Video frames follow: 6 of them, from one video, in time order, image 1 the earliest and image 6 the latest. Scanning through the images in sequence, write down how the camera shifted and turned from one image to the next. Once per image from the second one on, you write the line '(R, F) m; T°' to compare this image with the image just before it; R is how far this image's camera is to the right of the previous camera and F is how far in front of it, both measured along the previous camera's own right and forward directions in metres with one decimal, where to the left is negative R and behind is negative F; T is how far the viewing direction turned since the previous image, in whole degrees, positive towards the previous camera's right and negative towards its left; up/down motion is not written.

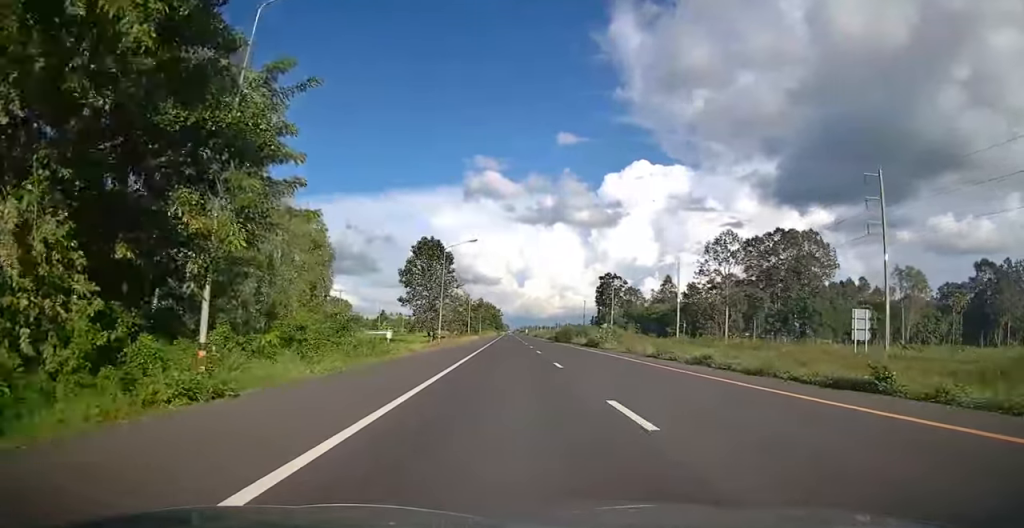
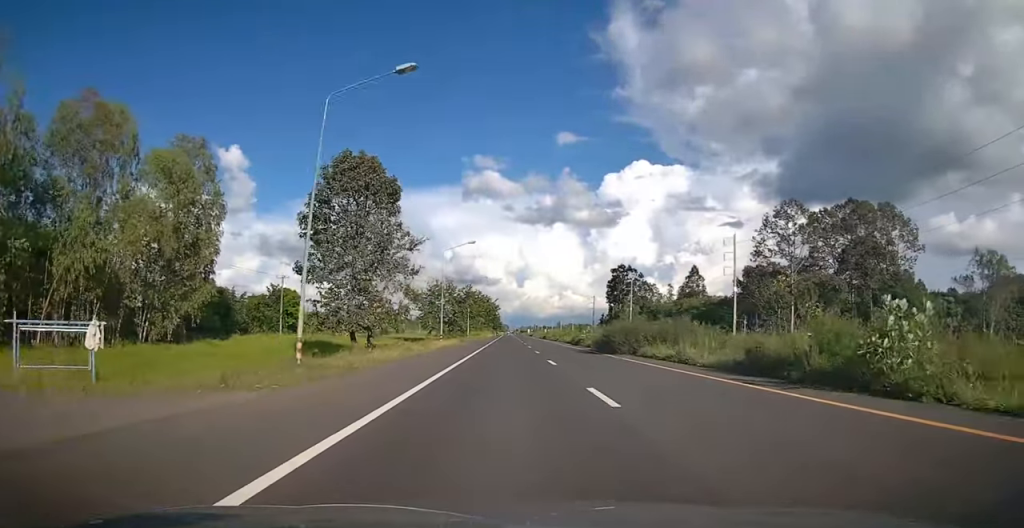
(-0.1, +33.6) m; 0°
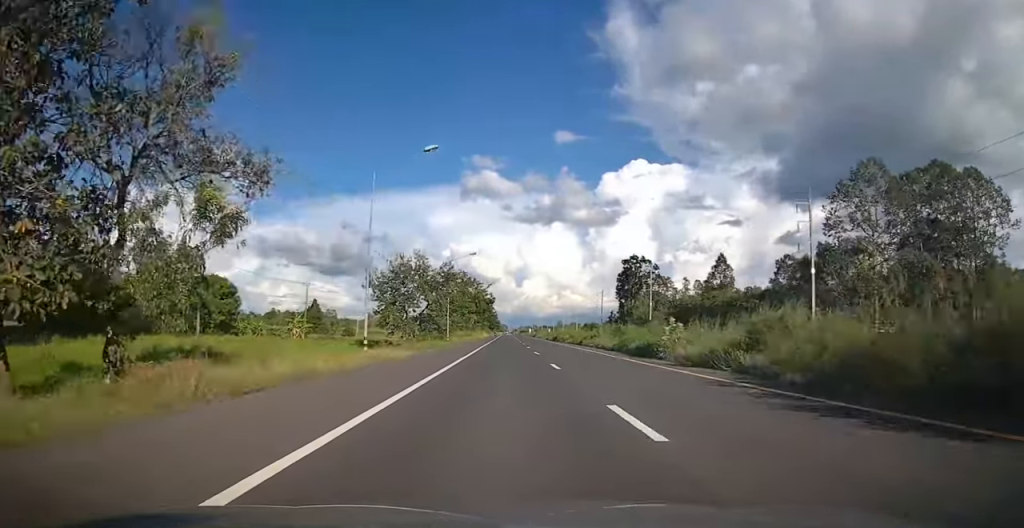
(-0.1, +26.7) m; 0°
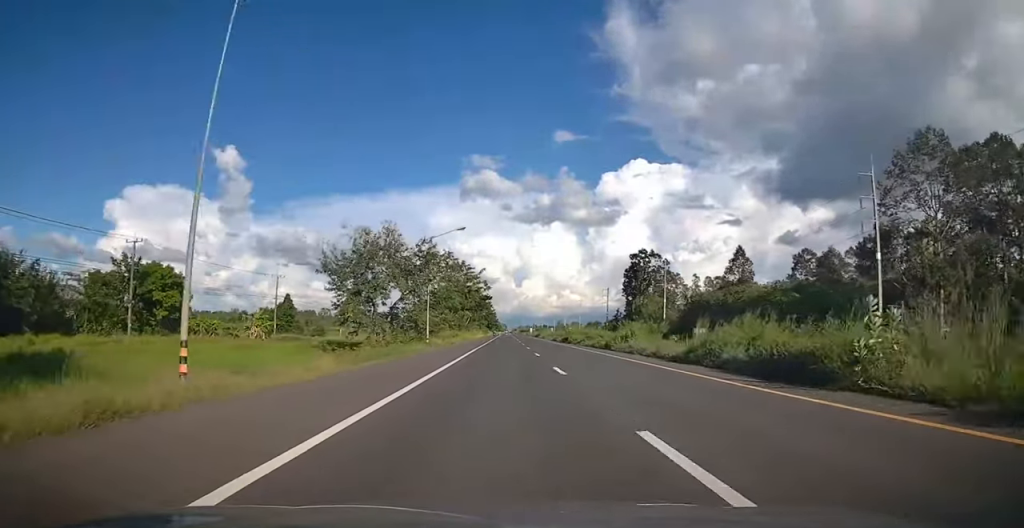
(0.0, +14.3) m; 0°
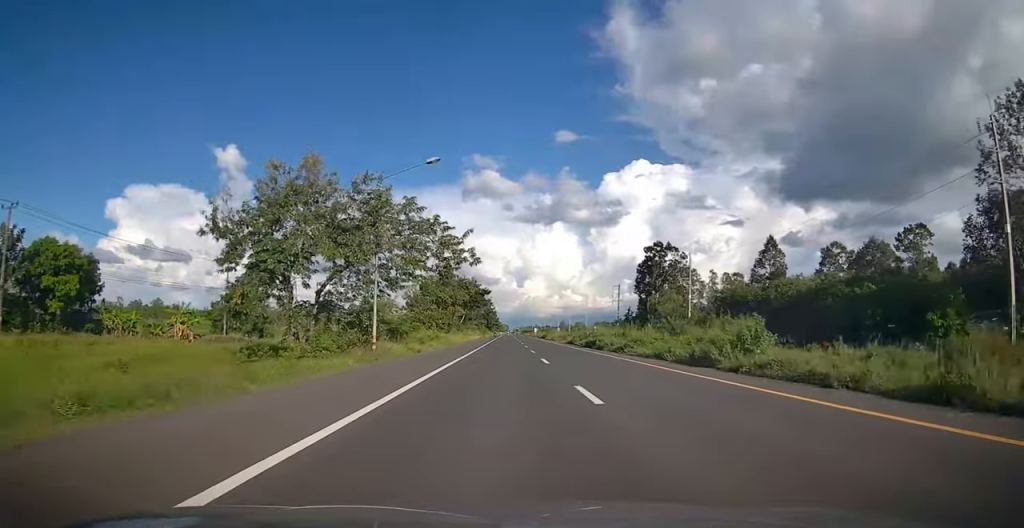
(+0.1, +18.2) m; 0°
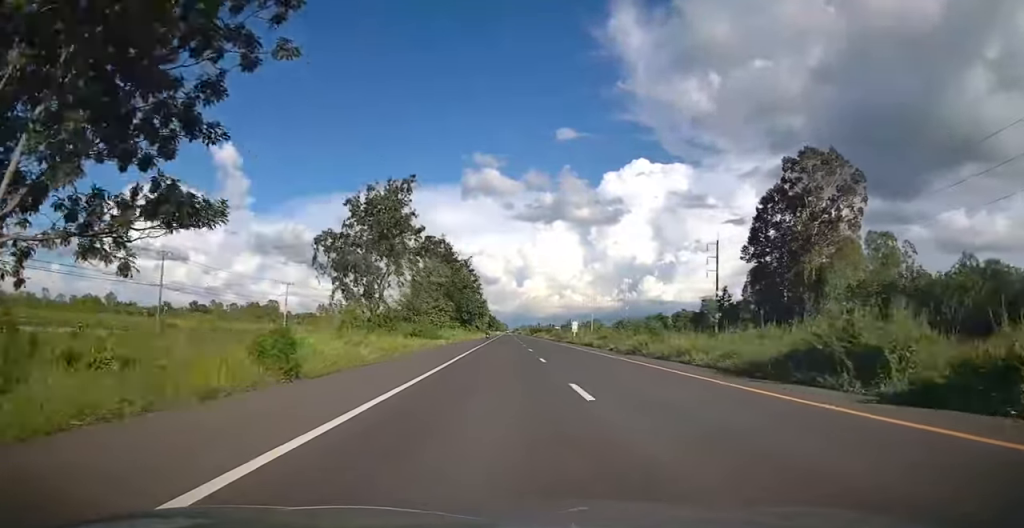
(-0.2, +95.7) m; 0°
